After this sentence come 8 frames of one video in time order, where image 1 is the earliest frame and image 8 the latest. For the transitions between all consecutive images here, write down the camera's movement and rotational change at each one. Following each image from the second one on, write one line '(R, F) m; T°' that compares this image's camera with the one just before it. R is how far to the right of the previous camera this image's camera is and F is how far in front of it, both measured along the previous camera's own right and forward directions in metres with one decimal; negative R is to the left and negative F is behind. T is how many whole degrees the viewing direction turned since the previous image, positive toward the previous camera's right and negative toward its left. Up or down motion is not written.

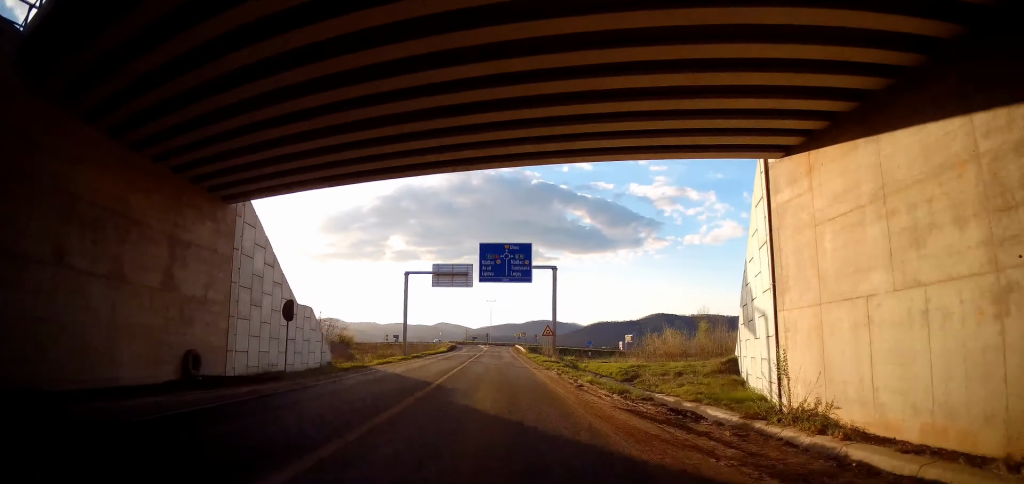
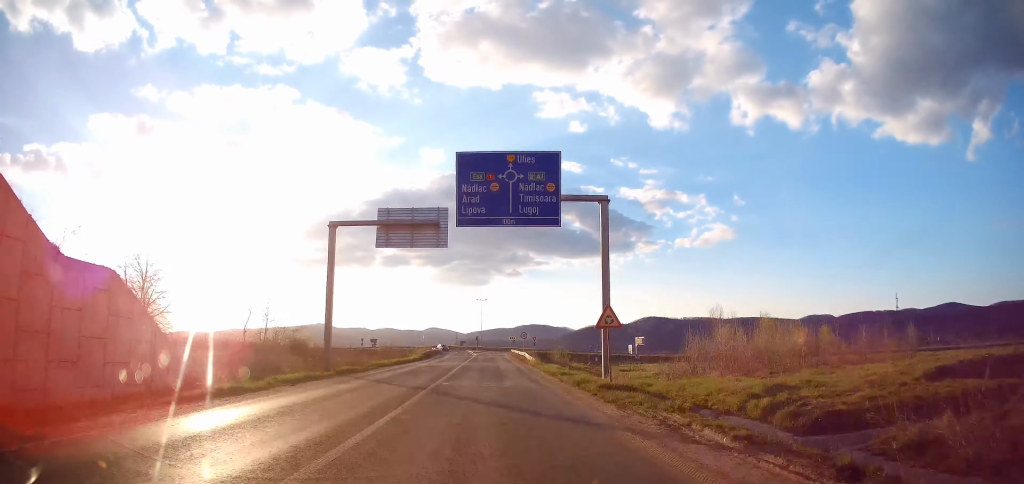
(+0.9, +20.5) m; +3°
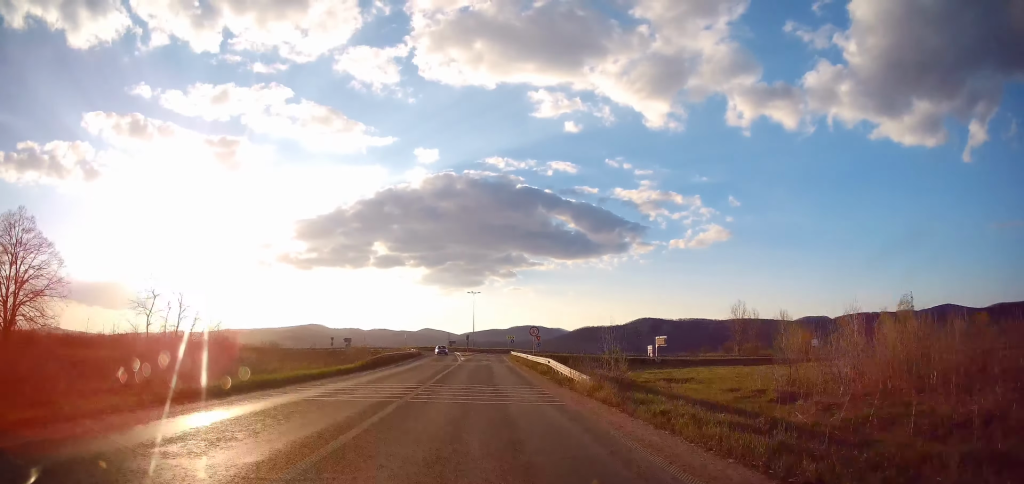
(0.0, +22.5) m; +1°
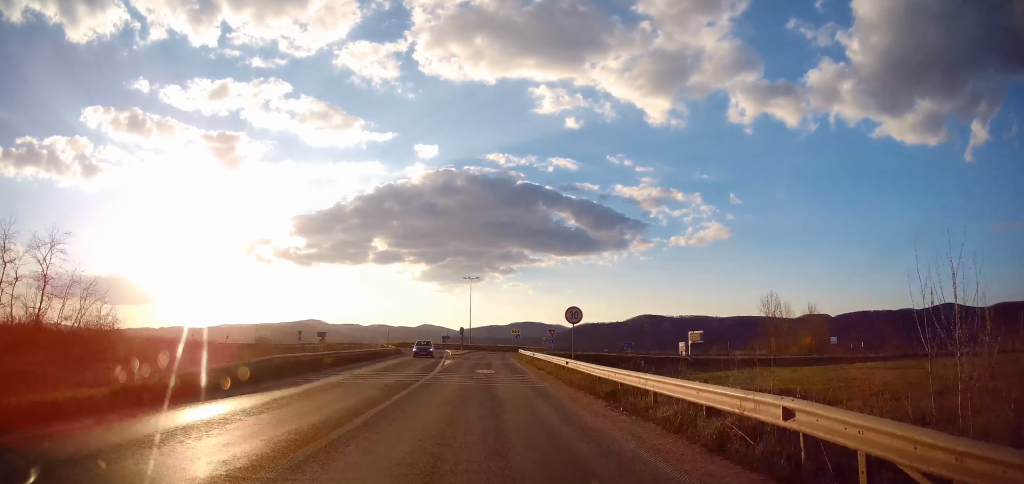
(+0.5, +20.7) m; +2°
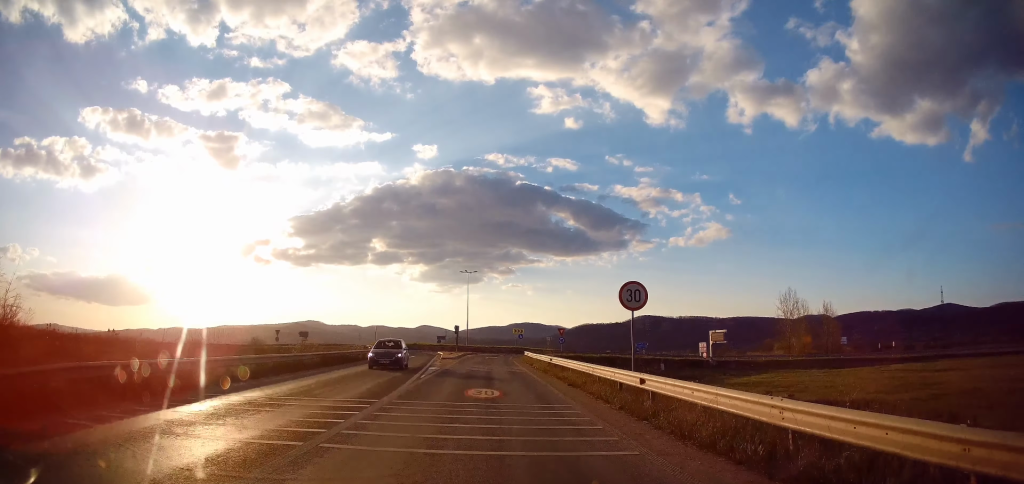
(+0.1, +10.6) m; 0°
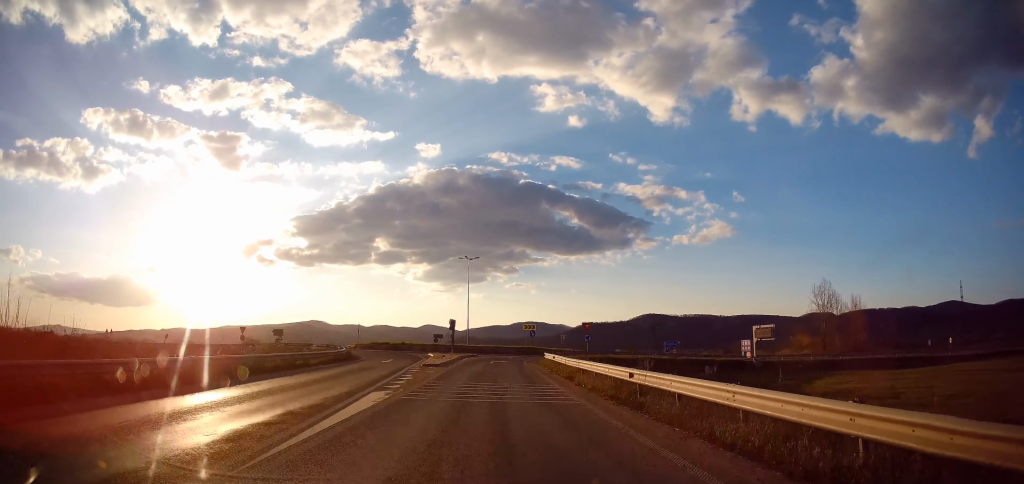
(-0.1, +14.7) m; -1°
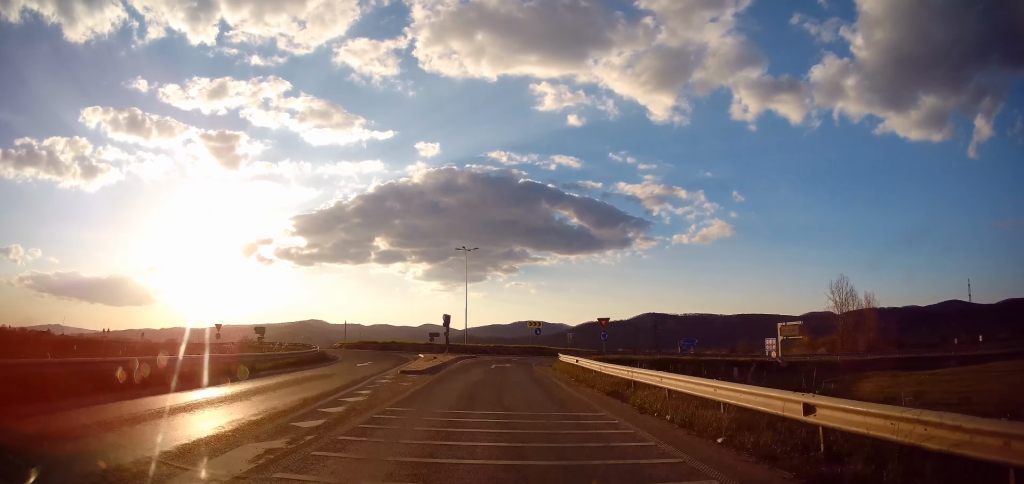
(-0.1, +7.2) m; 0°
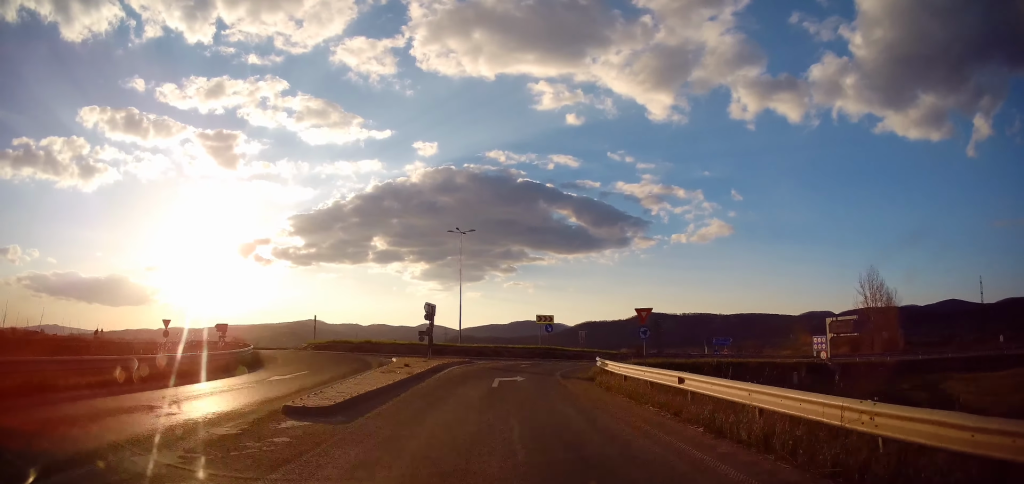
(-0.1, +11.9) m; +1°
